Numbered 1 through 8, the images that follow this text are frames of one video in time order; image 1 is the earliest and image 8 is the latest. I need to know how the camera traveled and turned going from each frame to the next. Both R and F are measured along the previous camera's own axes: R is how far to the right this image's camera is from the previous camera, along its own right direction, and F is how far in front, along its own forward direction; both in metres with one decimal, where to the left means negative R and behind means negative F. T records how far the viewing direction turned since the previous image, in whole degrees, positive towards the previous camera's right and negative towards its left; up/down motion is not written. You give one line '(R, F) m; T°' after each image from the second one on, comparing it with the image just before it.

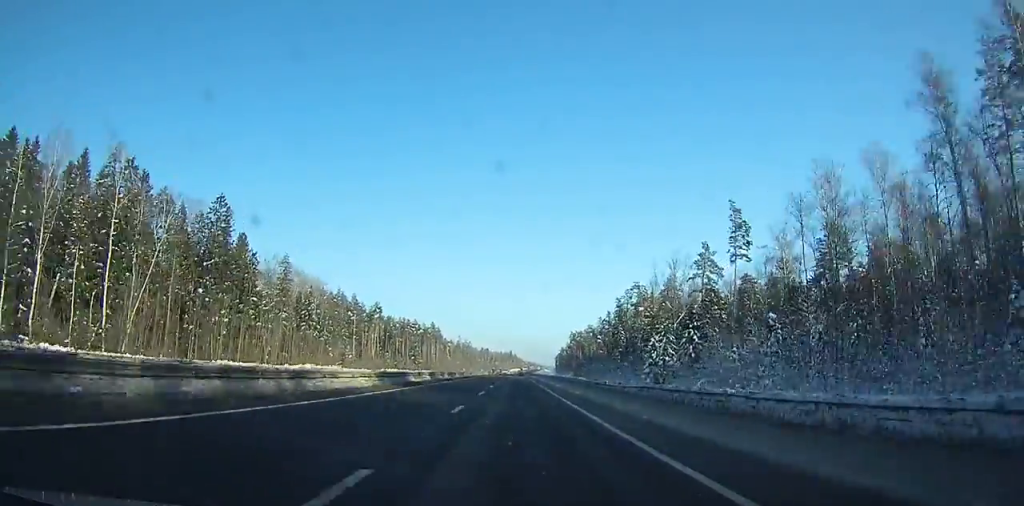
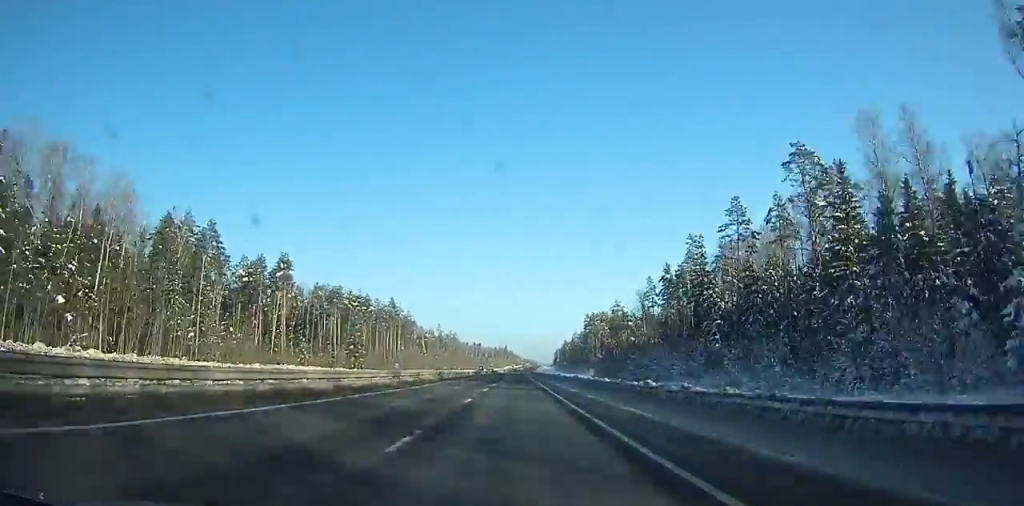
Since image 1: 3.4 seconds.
(-0.4, +95.9) m; -2°
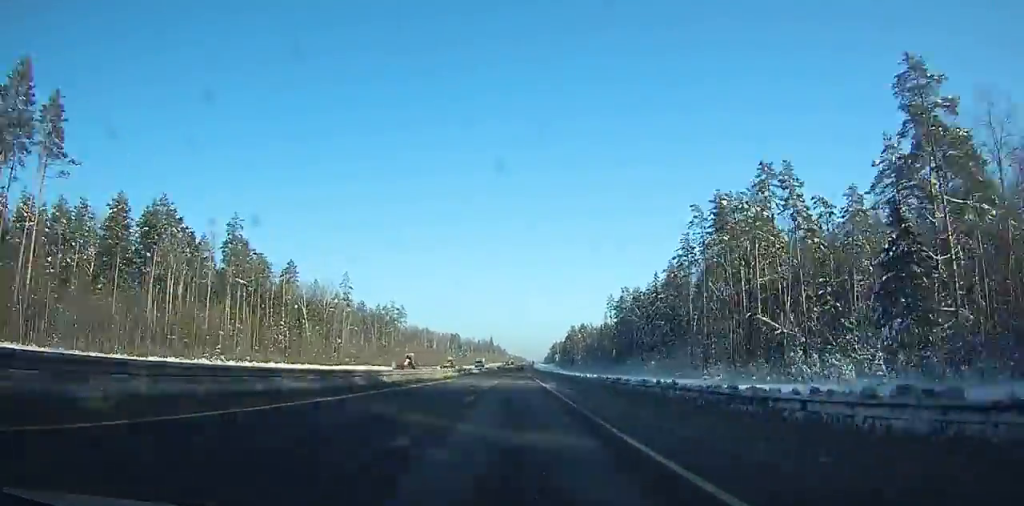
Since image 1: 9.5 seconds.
(+7.4, +171.8) m; +5°
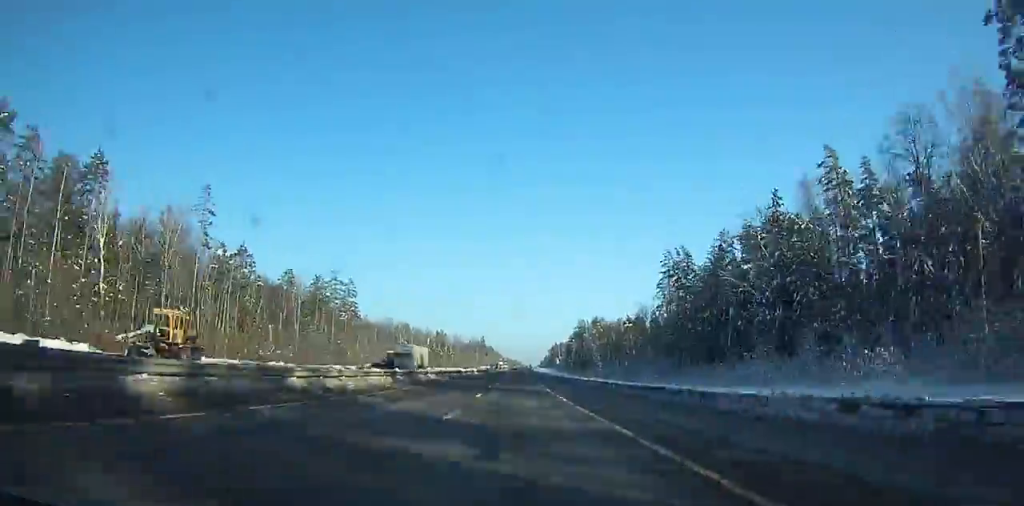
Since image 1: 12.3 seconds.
(-1.9, +80.5) m; -1°
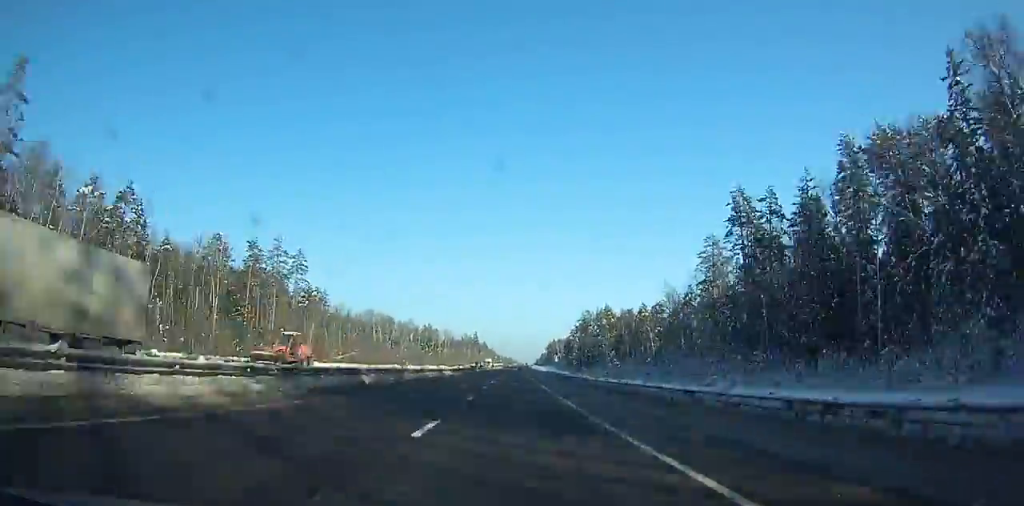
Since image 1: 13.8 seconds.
(0.0, +42.4) m; 0°
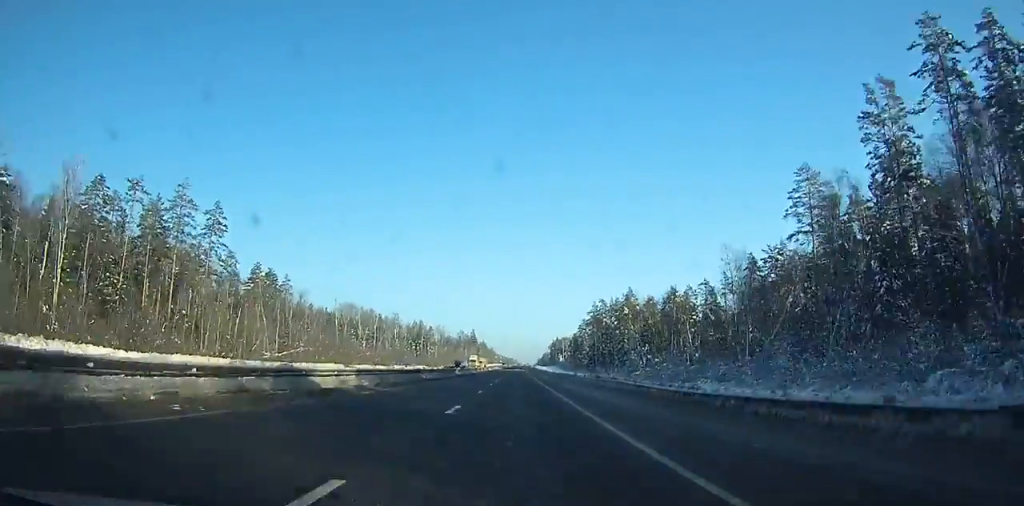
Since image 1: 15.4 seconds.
(-0.1, +45.1) m; 0°
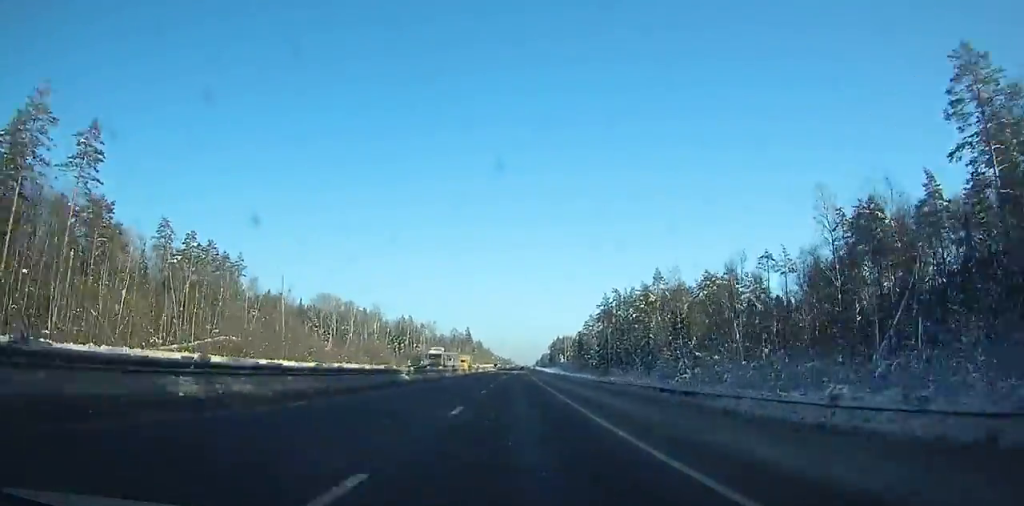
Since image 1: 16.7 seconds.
(+0.2, +35.9) m; 0°
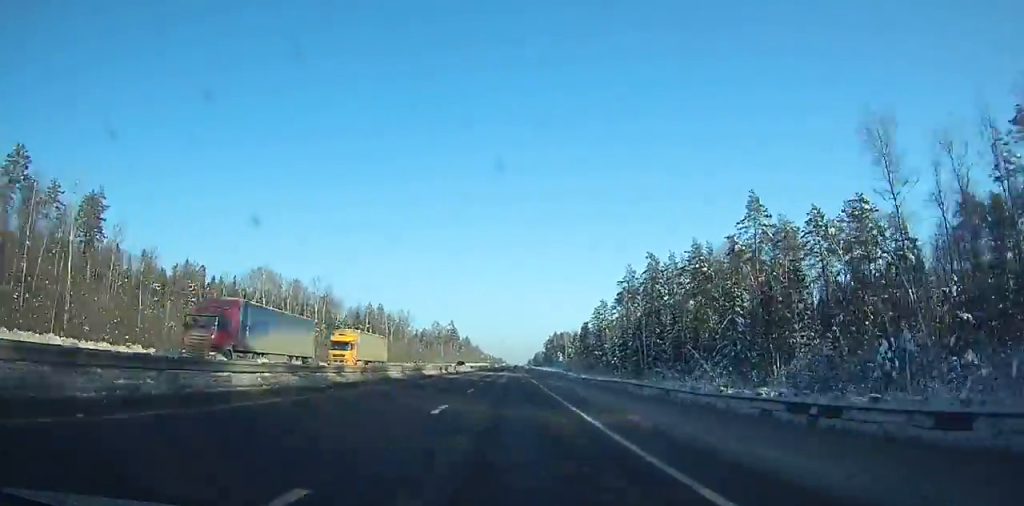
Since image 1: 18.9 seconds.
(+0.2, +60.6) m; 0°
